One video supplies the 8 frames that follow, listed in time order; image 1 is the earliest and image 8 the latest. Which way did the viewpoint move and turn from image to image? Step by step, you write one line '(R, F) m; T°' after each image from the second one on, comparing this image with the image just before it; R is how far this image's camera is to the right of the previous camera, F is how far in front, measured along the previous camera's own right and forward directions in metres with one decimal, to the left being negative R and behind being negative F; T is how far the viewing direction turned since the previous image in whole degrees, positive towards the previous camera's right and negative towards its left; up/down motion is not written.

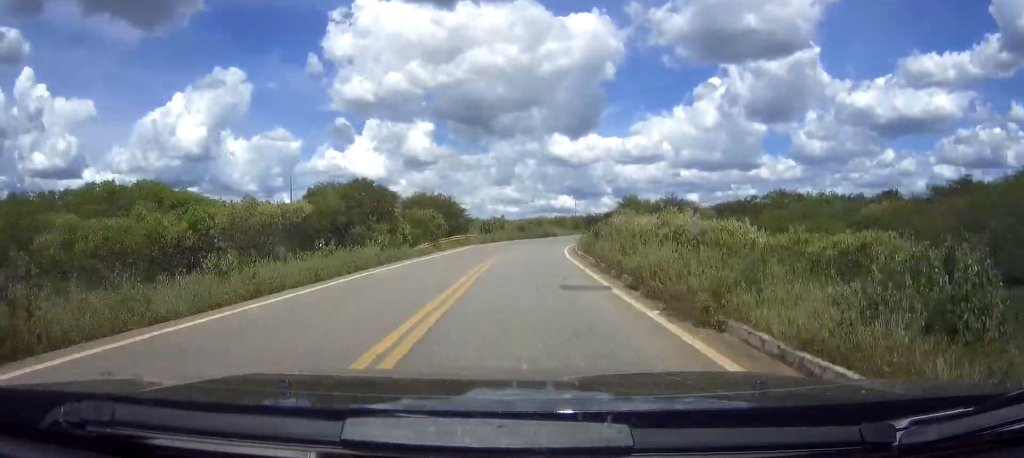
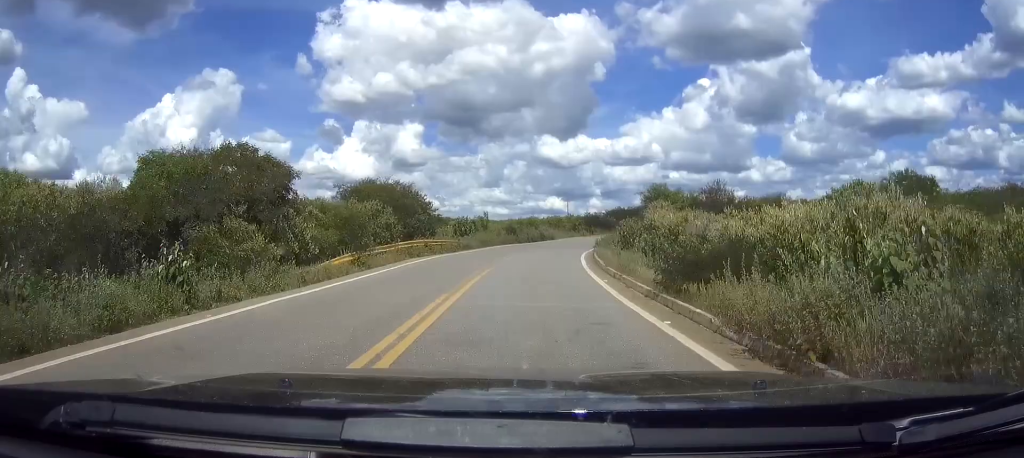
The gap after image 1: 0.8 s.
(-1.0, +18.8) m; +3°
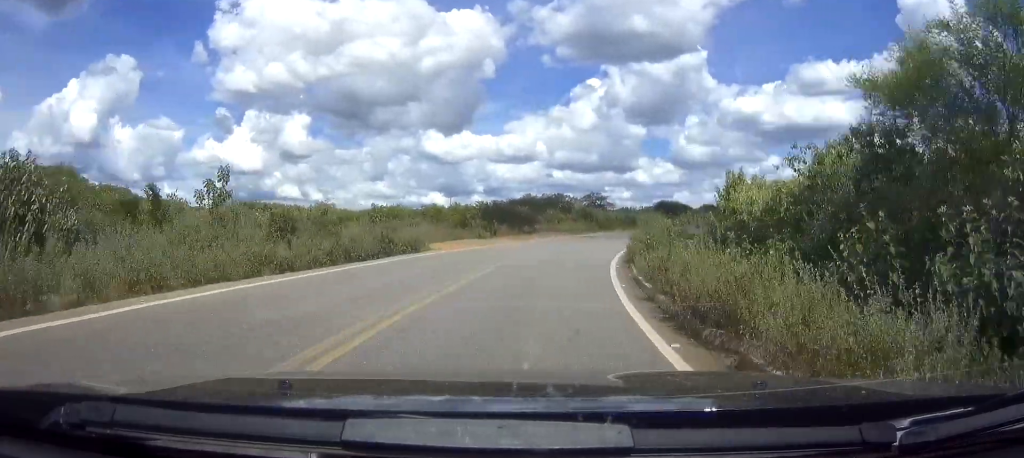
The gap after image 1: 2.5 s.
(+4.5, +42.1) m; +7°
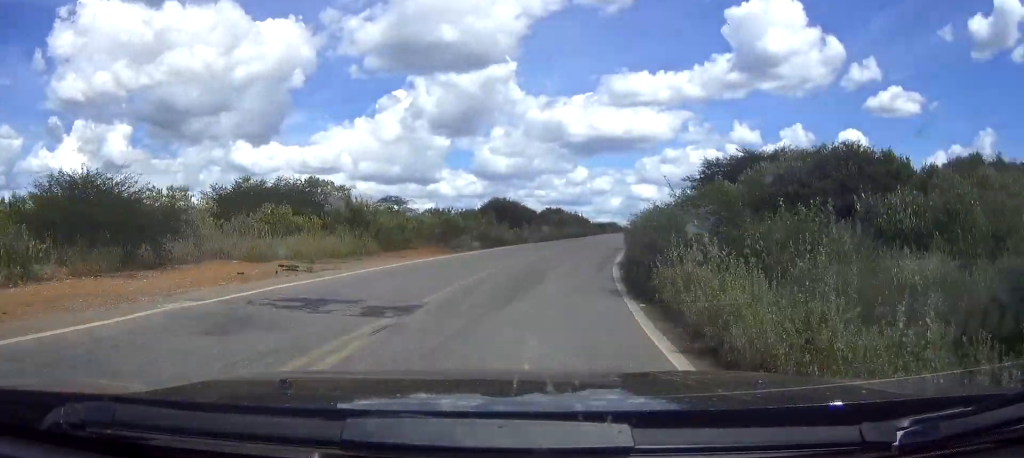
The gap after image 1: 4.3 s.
(+0.9, +43.3) m; +9°
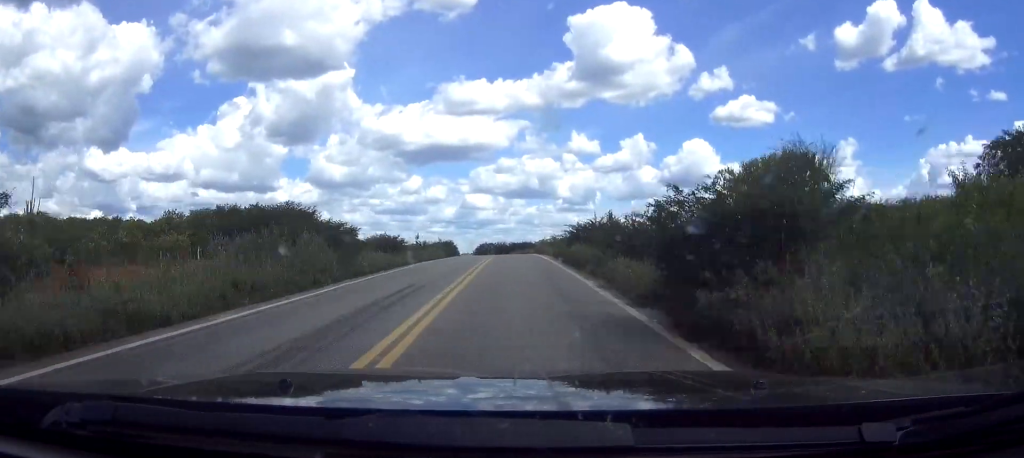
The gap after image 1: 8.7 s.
(+25.2, +97.4) m; +18°
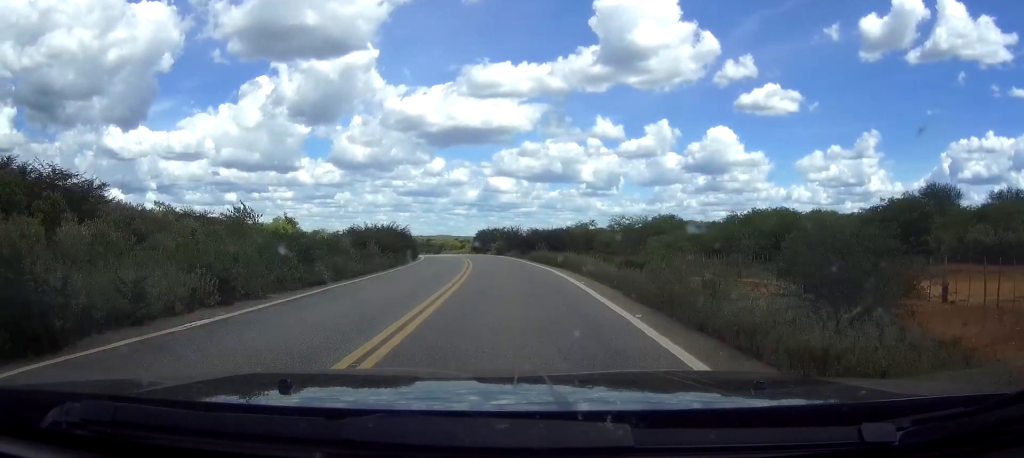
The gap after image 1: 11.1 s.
(-0.9, +59.4) m; -3°
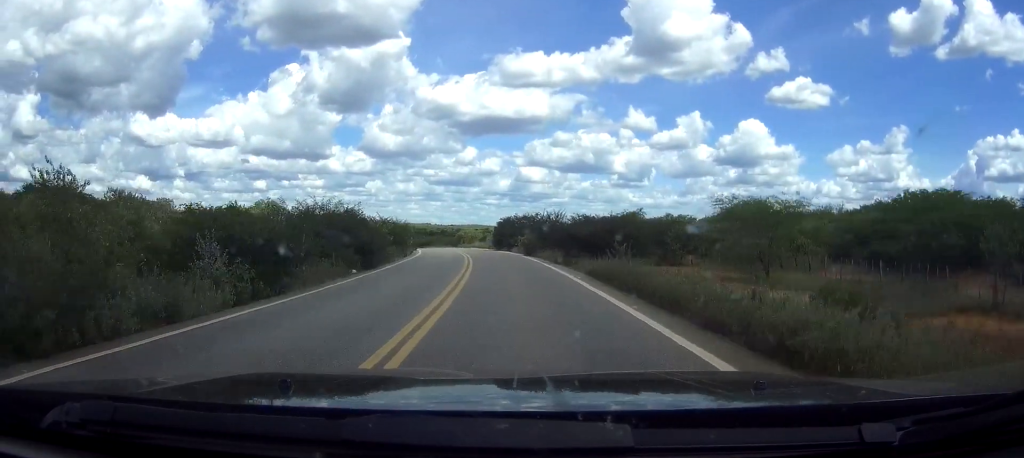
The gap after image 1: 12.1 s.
(-0.5, +23.3) m; -2°
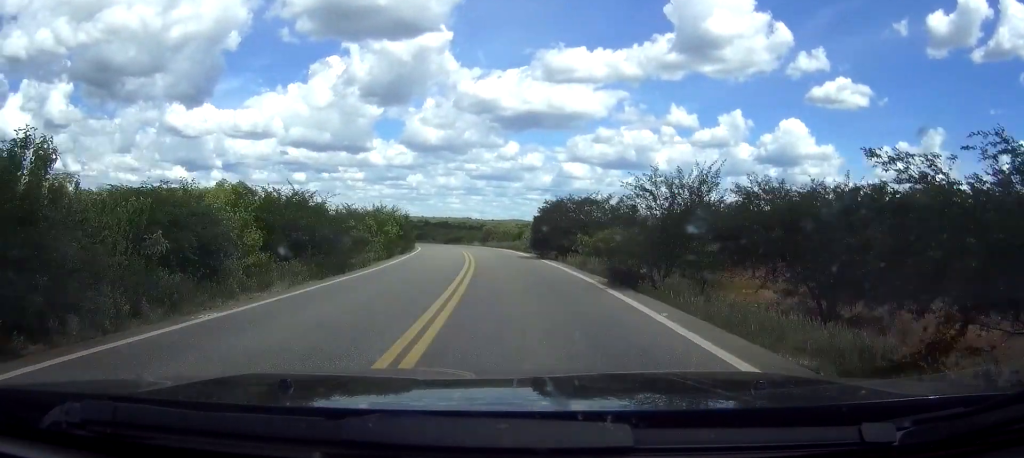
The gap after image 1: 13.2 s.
(-0.1, +26.4) m; -3°
